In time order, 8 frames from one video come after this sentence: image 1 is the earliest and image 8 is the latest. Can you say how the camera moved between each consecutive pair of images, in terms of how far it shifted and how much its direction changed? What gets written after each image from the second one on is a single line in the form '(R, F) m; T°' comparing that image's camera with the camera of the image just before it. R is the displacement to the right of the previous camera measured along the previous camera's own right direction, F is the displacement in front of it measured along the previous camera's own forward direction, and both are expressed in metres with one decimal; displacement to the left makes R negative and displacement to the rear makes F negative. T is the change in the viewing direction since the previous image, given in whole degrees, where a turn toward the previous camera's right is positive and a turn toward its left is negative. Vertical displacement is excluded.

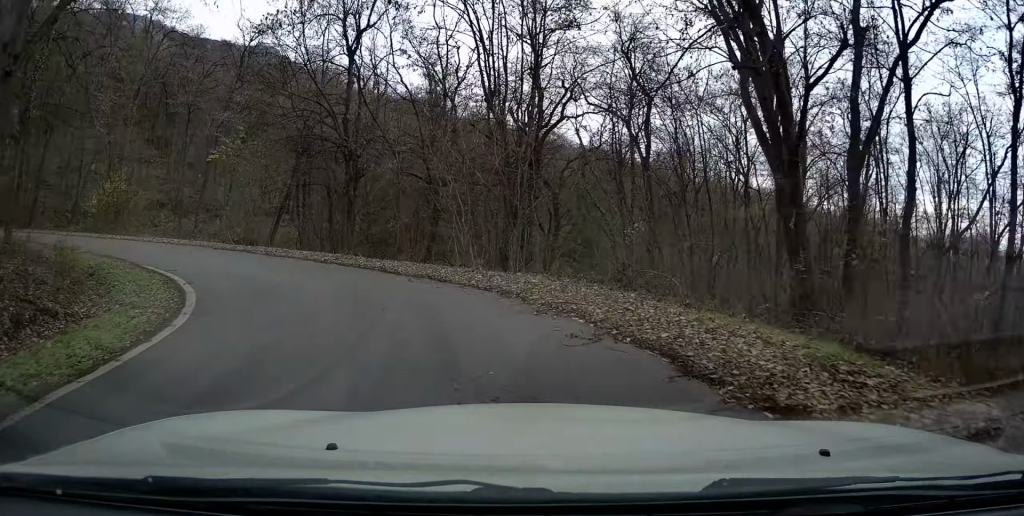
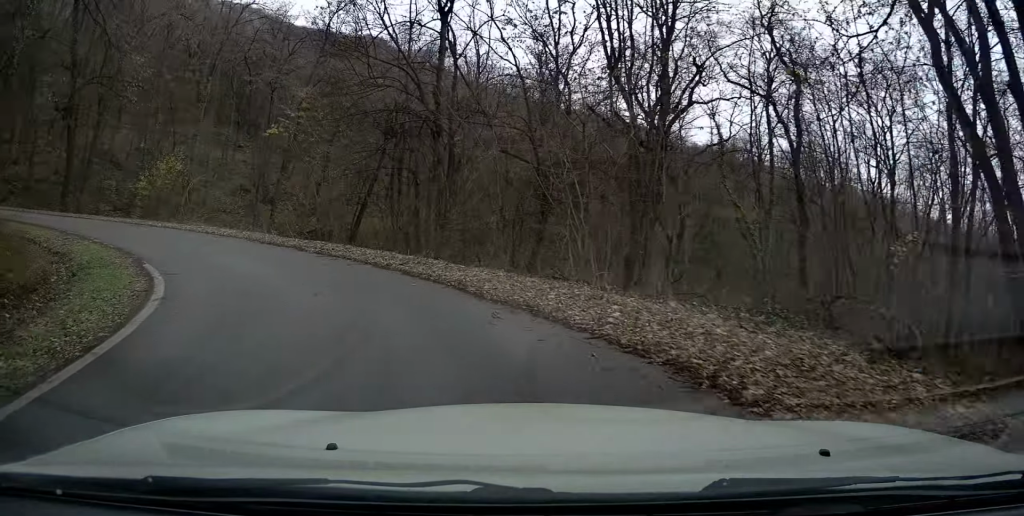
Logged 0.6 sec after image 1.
(-0.1, +4.8) m; -16°
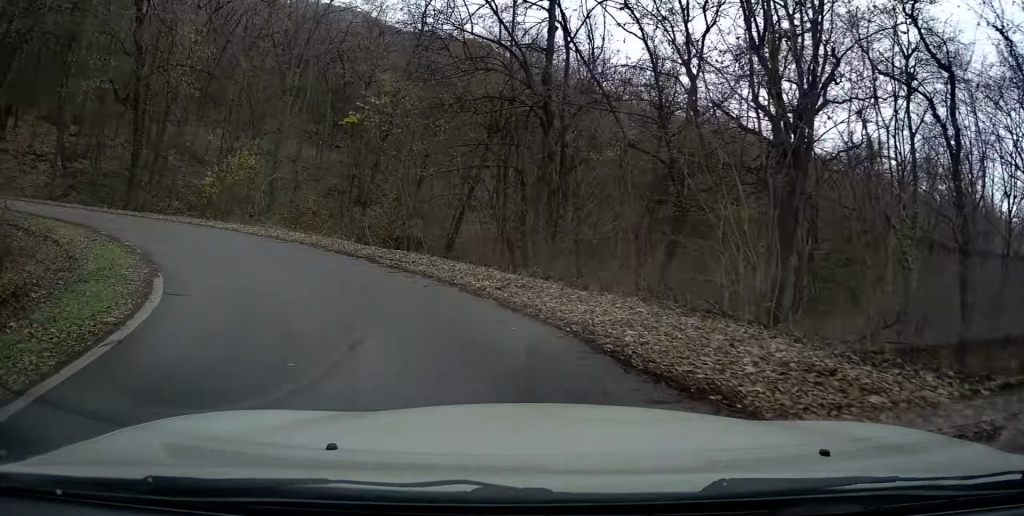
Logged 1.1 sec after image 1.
(-0.4, +3.0) m; -13°
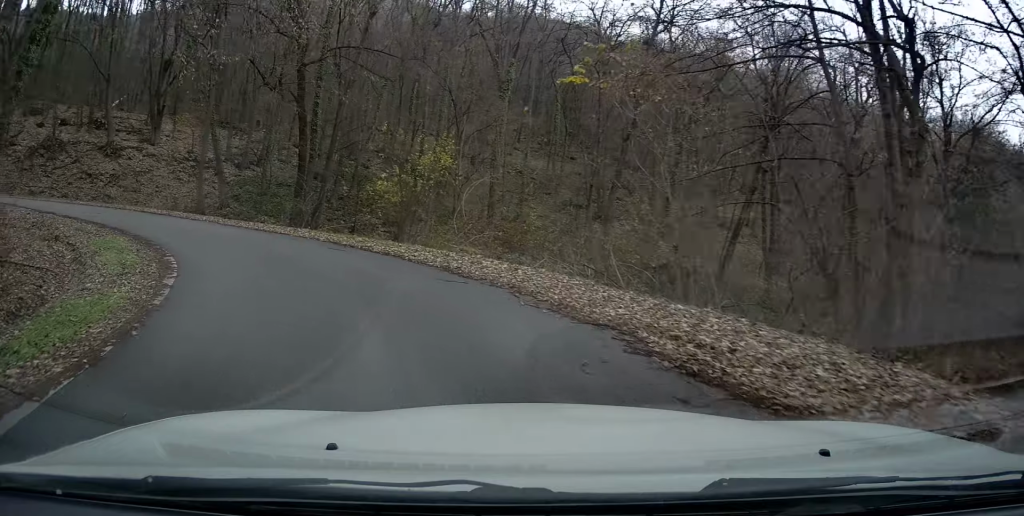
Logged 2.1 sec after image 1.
(-2.2, +6.1) m; -24°
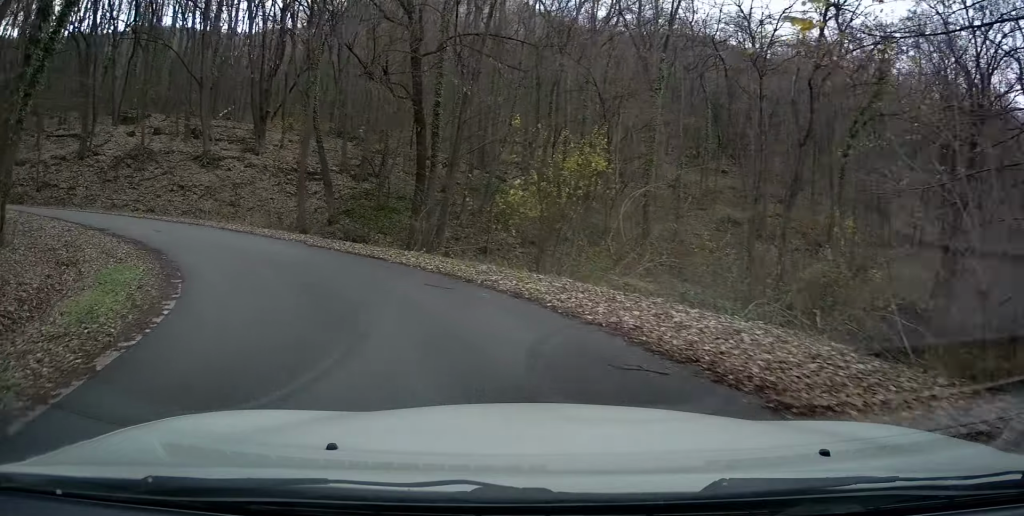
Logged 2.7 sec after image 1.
(-0.3, +4.0) m; -4°
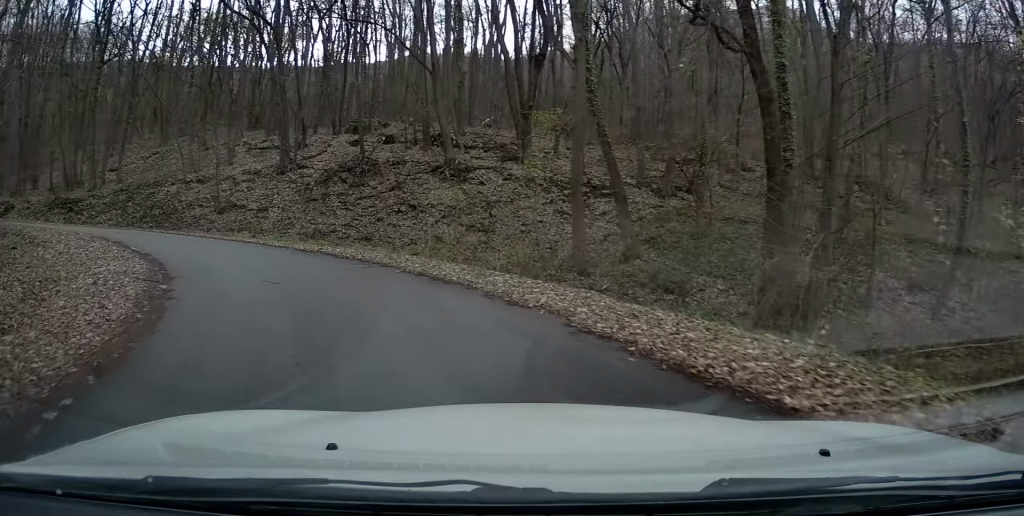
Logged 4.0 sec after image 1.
(-0.7, +9.2) m; -19°
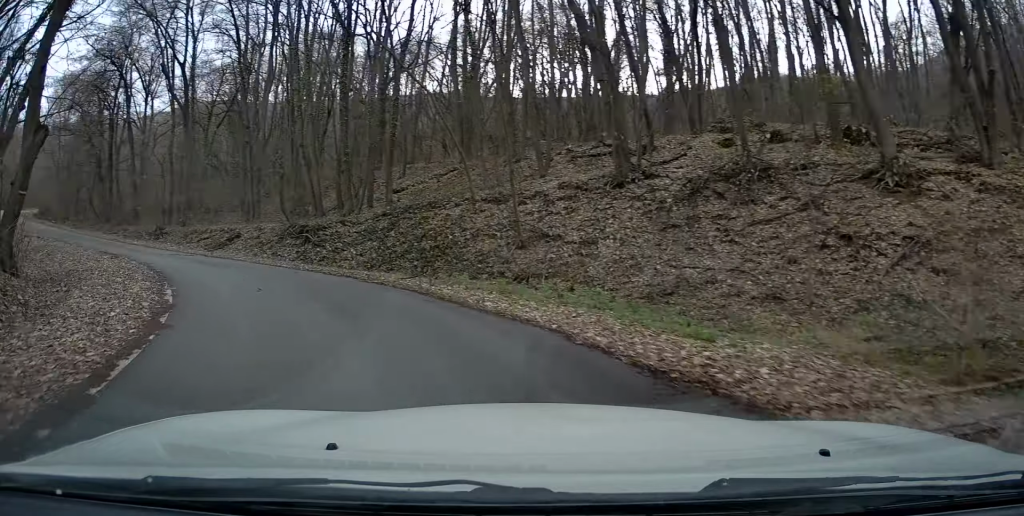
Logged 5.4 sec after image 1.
(-3.3, +9.7) m; -35°
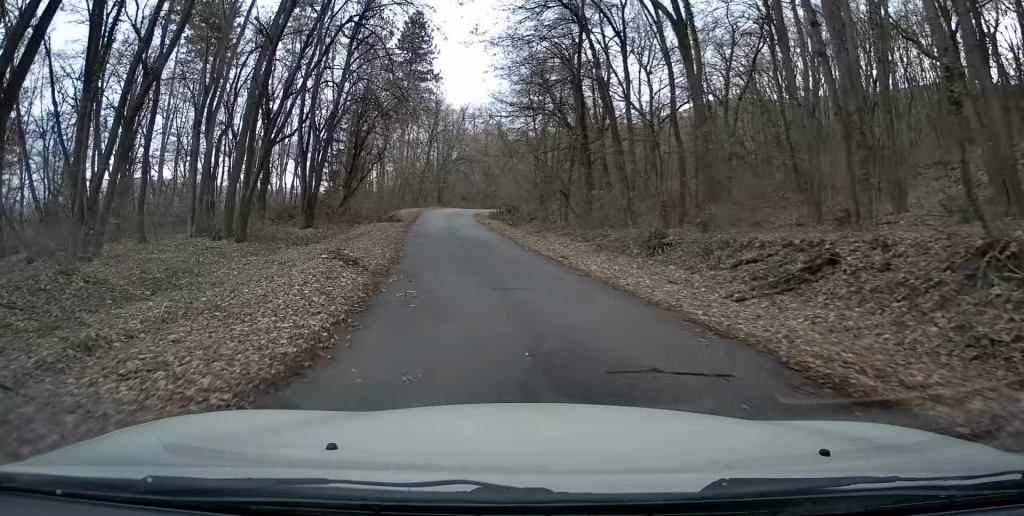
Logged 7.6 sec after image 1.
(-5.9, +13.3) m; -37°
